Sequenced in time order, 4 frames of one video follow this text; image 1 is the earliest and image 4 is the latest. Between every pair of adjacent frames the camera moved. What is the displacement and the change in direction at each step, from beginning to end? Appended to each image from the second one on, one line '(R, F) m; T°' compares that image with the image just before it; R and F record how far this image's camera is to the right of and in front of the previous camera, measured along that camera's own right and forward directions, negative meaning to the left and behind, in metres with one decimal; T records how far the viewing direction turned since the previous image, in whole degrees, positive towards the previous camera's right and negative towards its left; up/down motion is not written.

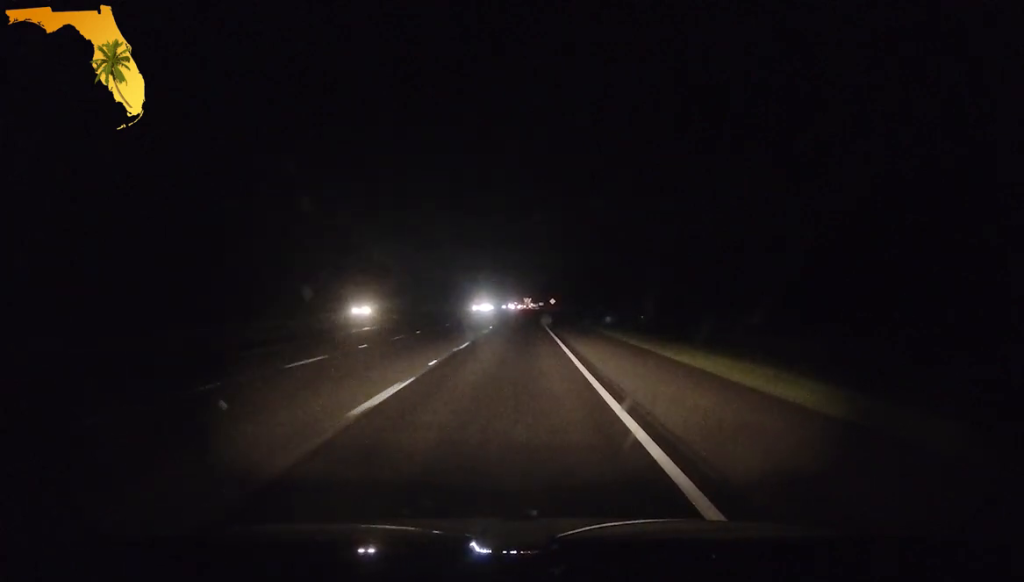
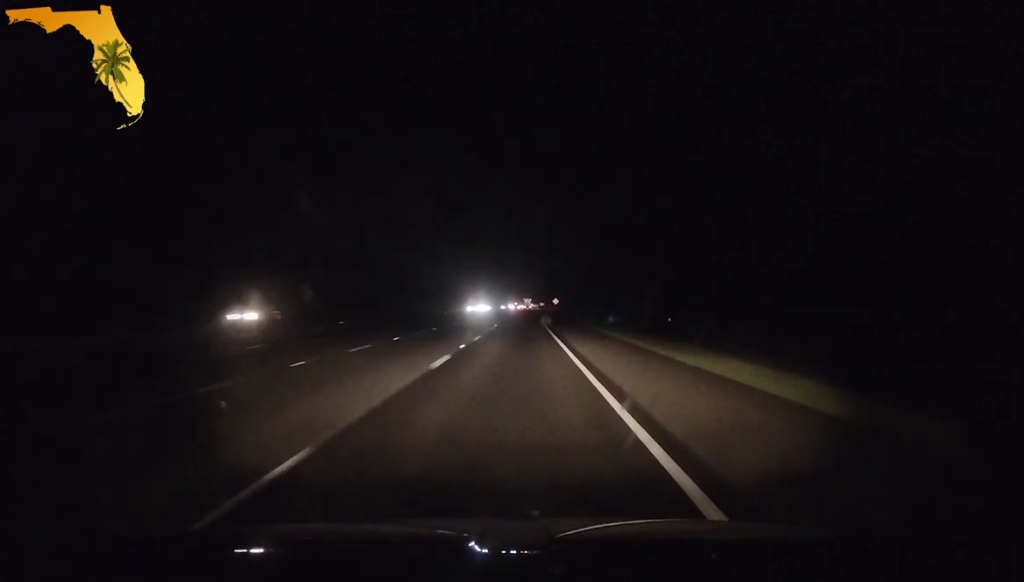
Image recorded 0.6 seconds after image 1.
(0.0, +18.6) m; 0°
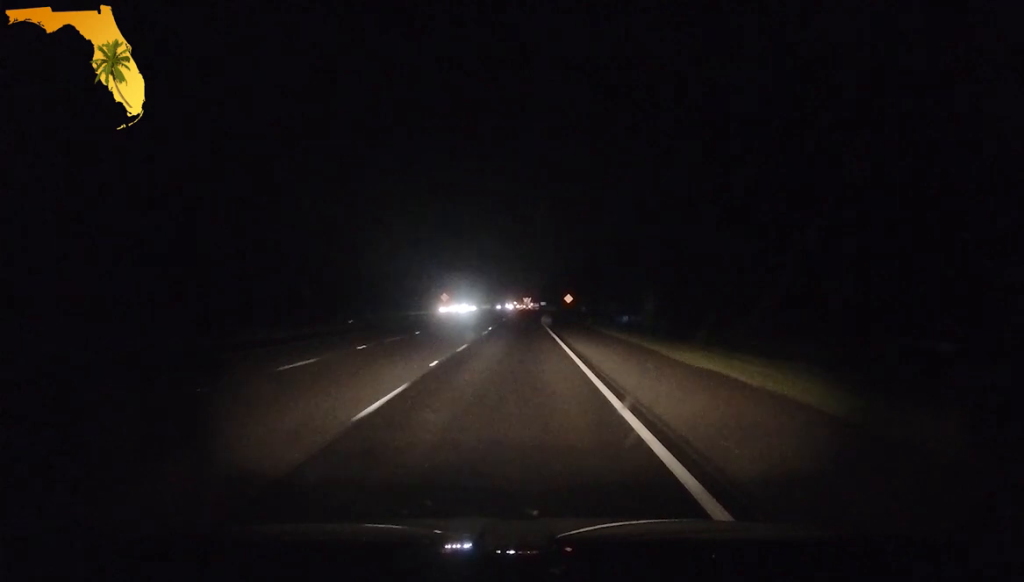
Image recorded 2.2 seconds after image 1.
(0.0, +54.8) m; 0°
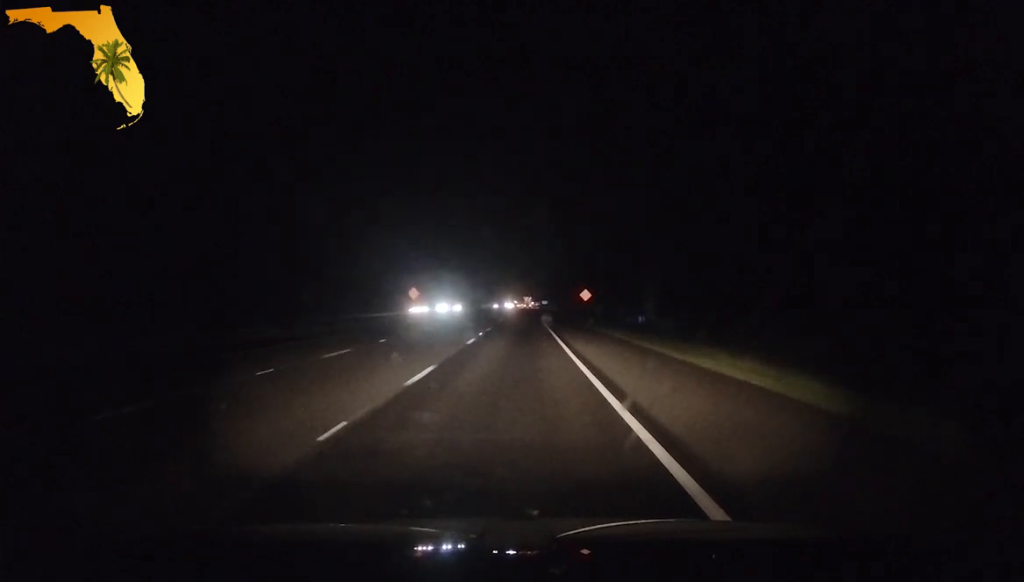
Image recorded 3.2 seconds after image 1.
(0.0, +32.9) m; 0°
